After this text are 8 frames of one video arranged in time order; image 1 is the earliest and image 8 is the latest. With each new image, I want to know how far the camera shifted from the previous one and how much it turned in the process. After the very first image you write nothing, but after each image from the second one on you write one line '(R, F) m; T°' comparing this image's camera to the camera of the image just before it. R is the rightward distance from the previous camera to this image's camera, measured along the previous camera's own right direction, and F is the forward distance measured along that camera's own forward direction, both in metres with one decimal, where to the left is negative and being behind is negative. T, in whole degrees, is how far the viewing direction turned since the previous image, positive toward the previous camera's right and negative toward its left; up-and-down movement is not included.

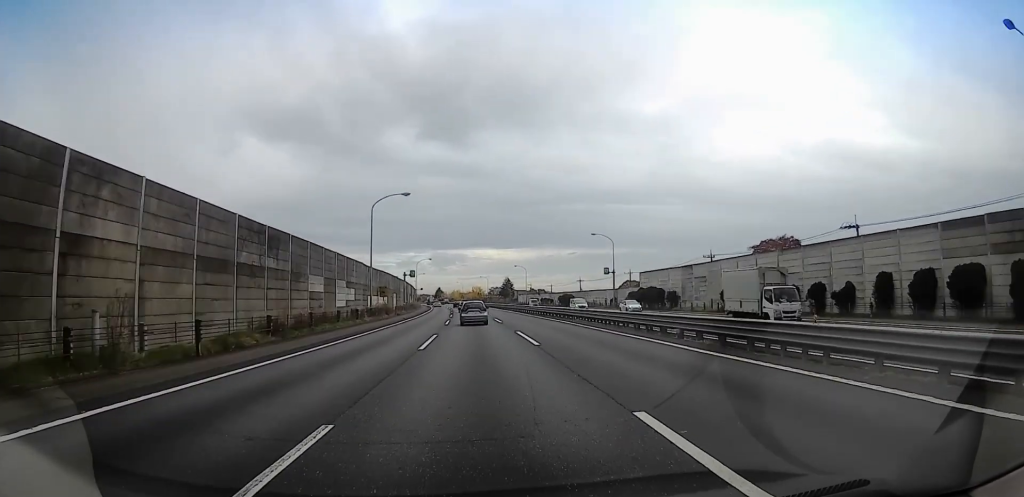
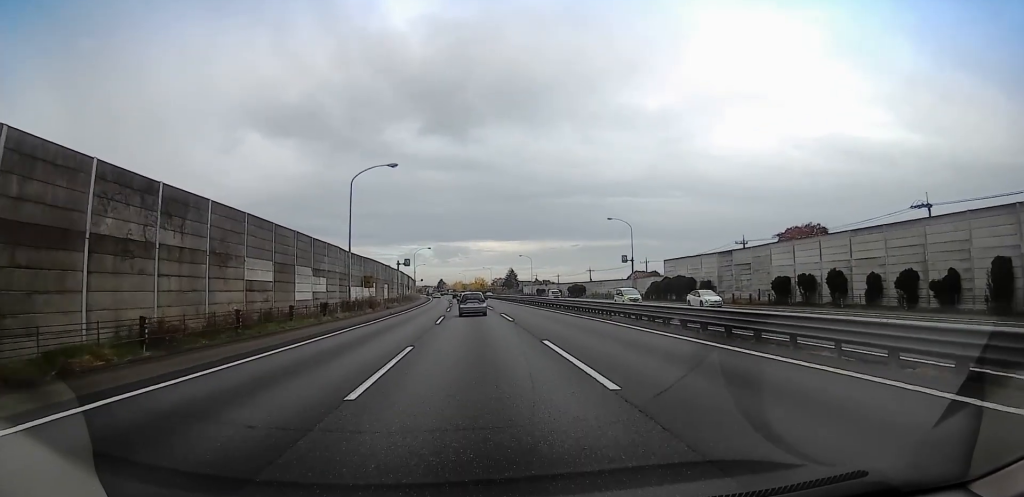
(0.0, +11.3) m; 0°
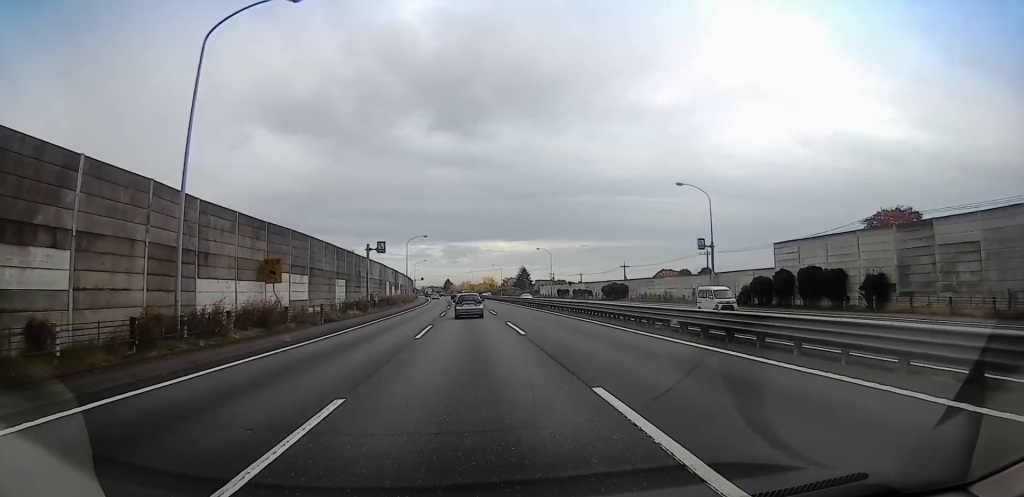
(0.0, +28.8) m; -2°
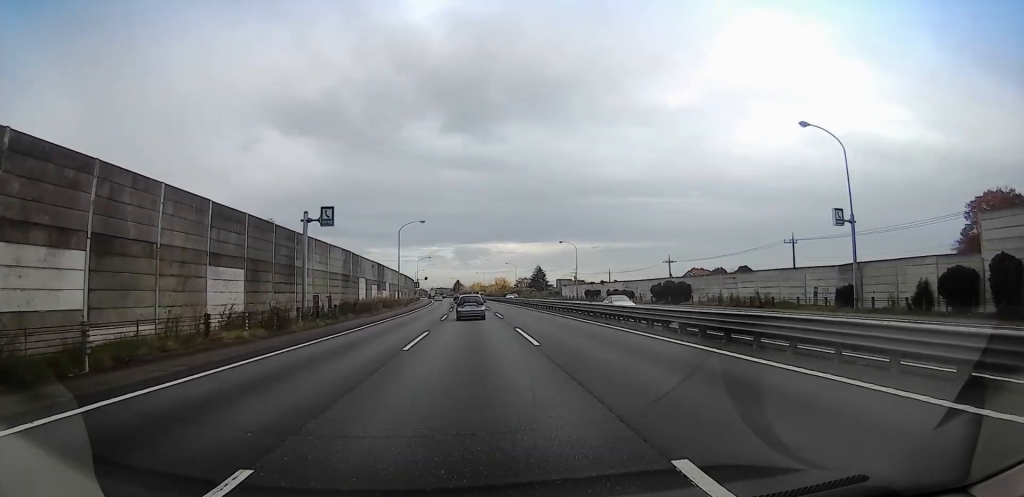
(-0.9, +23.9) m; 0°
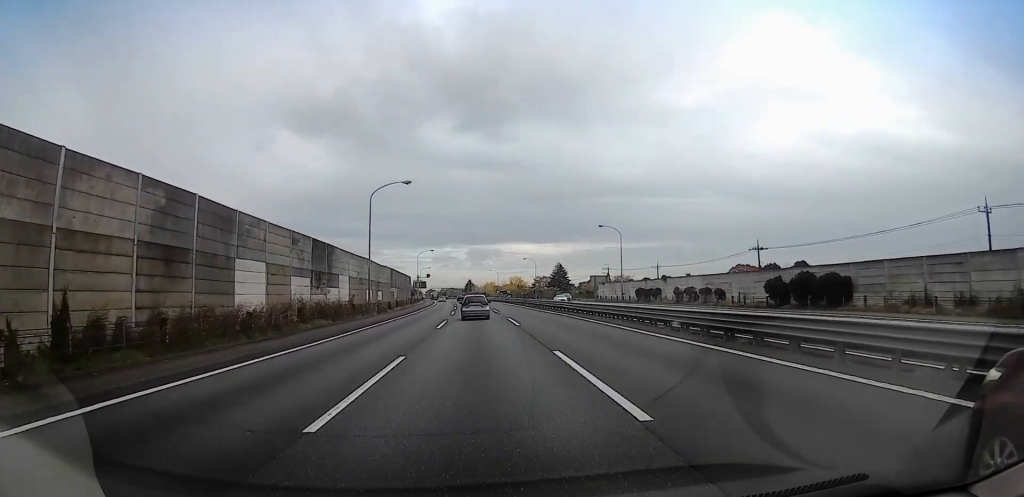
(+0.5, +29.9) m; -1°
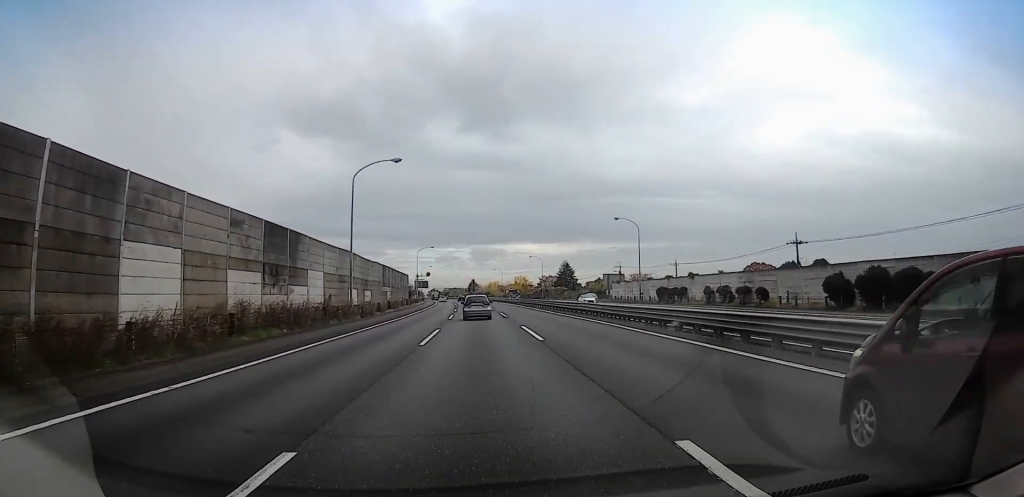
(-0.2, +9.0) m; -1°
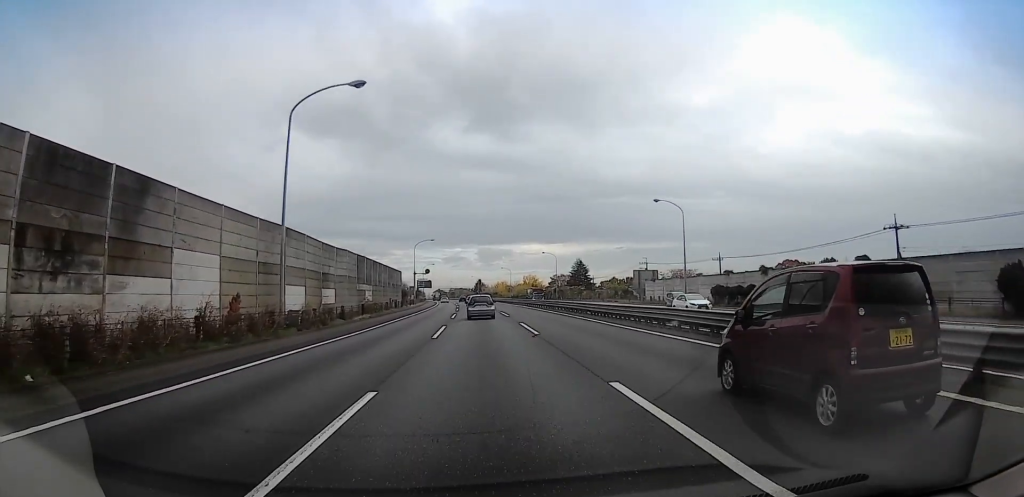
(-0.1, +17.2) m; +1°
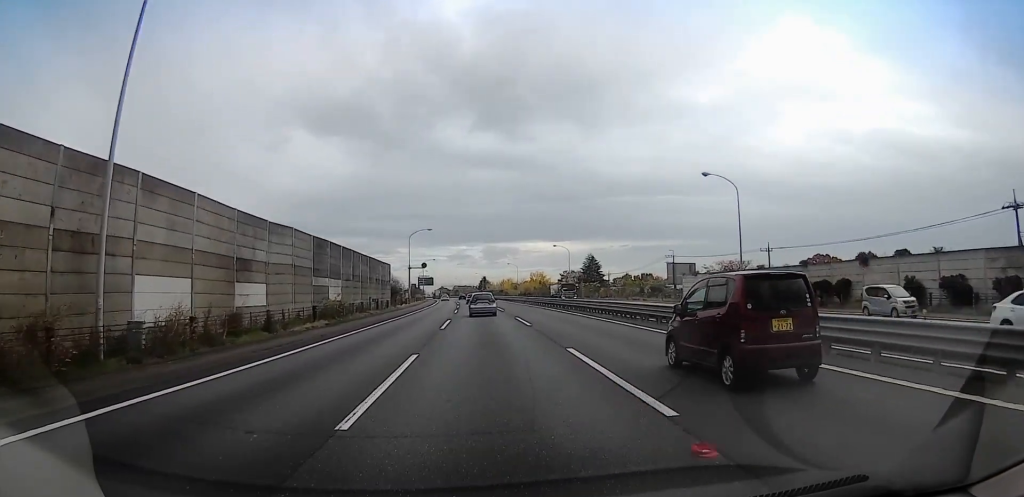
(+0.1, +14.2) m; +1°
